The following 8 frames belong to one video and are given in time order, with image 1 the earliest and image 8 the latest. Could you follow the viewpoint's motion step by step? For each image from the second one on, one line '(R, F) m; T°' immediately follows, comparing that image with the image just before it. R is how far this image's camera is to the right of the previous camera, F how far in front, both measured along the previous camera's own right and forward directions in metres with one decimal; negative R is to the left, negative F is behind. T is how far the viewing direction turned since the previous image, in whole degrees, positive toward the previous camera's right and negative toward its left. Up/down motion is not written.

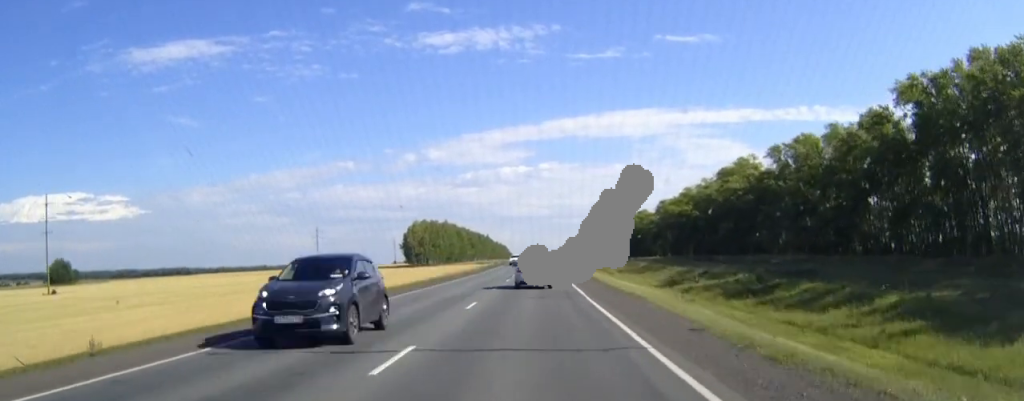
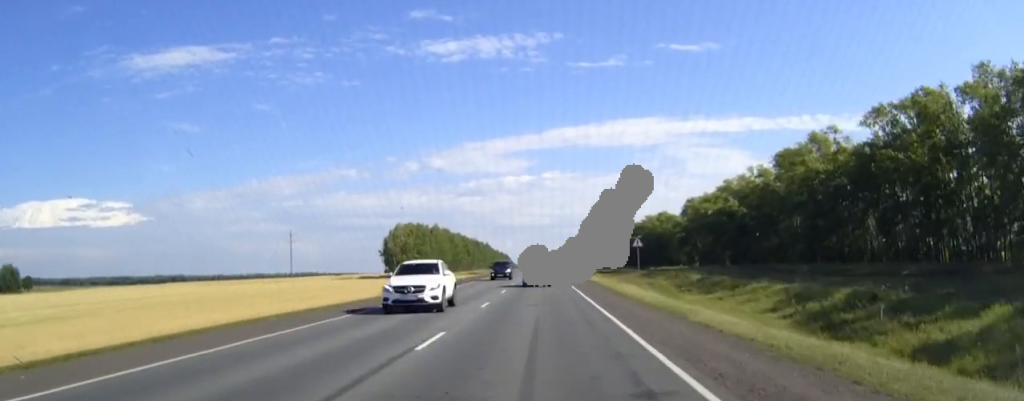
(0.0, +45.0) m; 0°
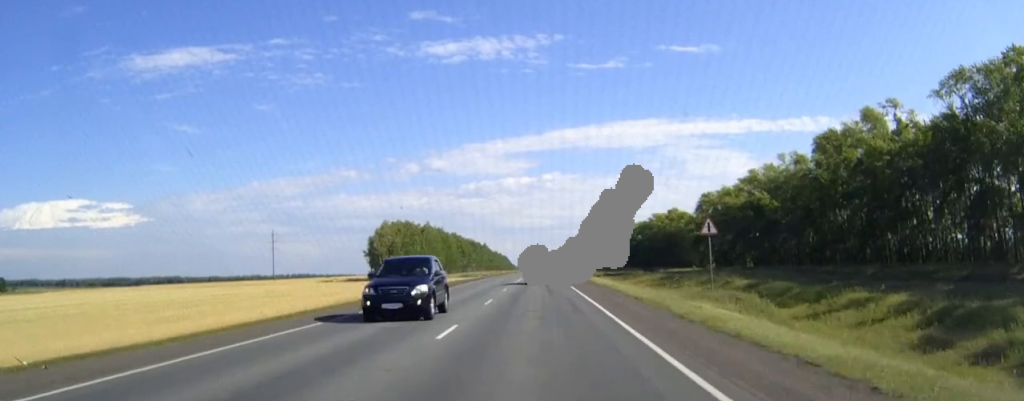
(0.0, +22.2) m; 0°
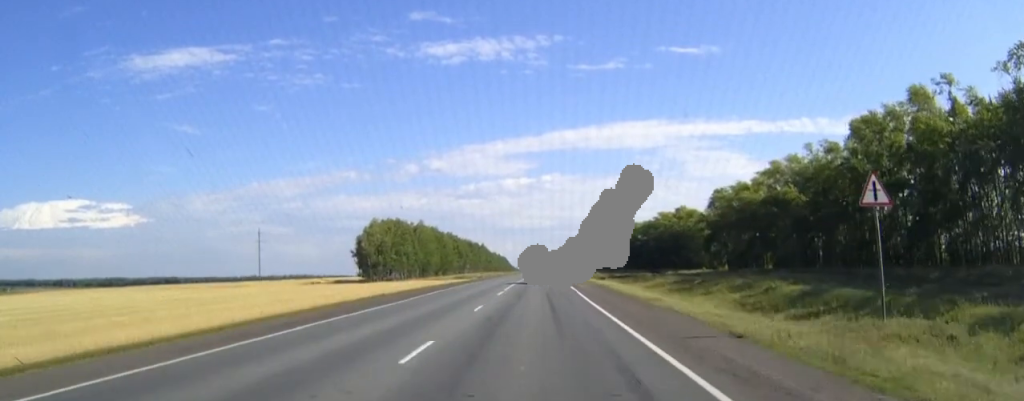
(0.0, +15.5) m; 0°
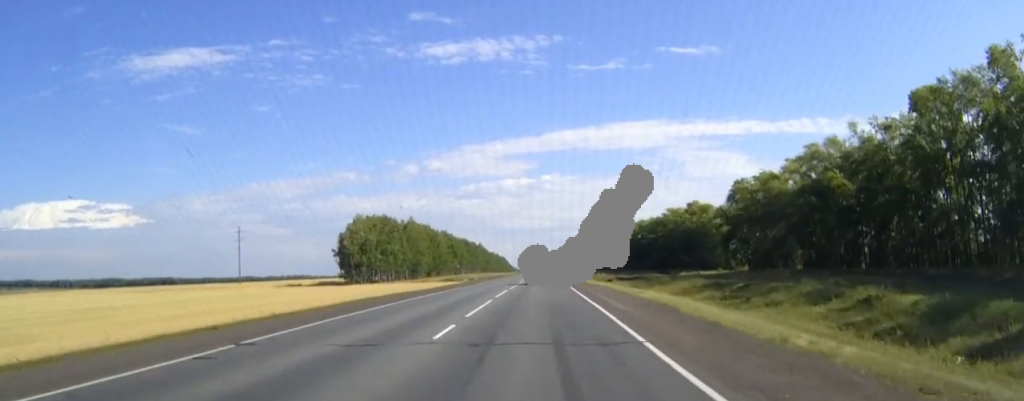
(0.0, +20.3) m; 0°
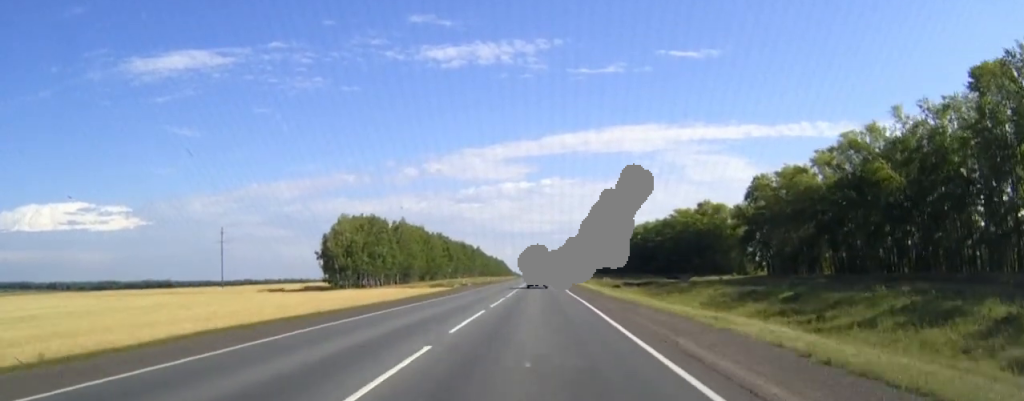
(0.0, +15.5) m; 0°
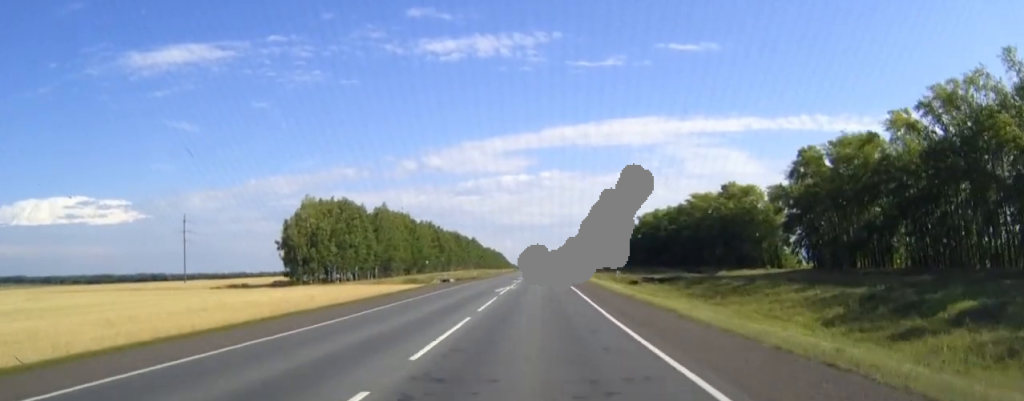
(0.0, +29.1) m; 0°
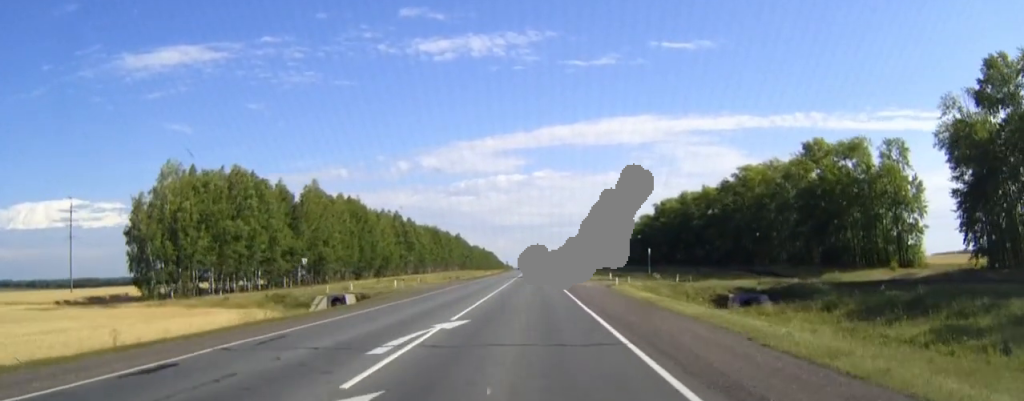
(+0.2, +63.3) m; 0°
